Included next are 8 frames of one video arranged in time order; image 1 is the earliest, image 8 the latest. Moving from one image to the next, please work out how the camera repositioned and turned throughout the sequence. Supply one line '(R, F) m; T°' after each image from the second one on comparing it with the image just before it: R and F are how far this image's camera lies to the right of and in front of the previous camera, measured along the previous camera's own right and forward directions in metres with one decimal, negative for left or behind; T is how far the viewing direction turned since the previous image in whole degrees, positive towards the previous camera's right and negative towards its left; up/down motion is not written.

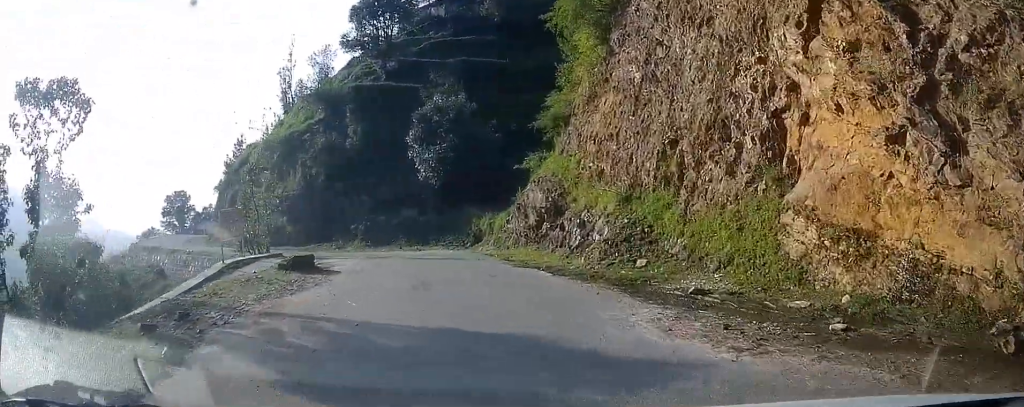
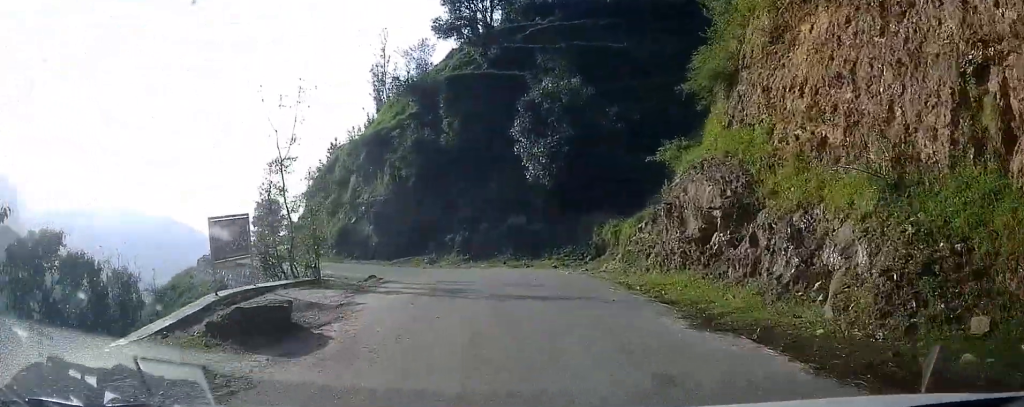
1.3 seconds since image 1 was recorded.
(-0.8, +5.1) m; -17°
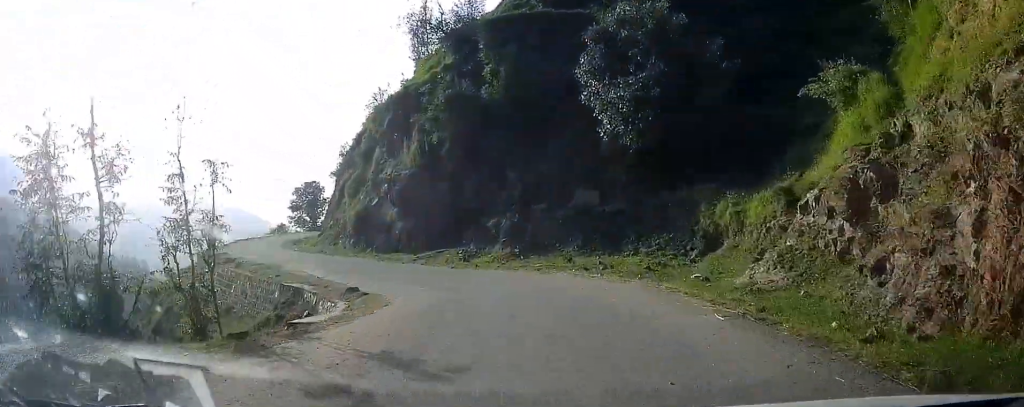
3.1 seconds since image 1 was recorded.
(-1.2, +7.6) m; -14°
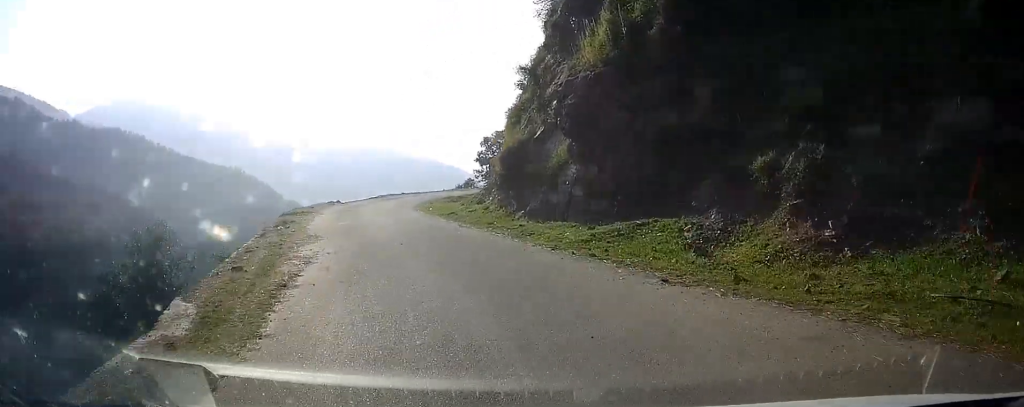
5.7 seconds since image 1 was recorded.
(-1.9, +14.0) m; -17°
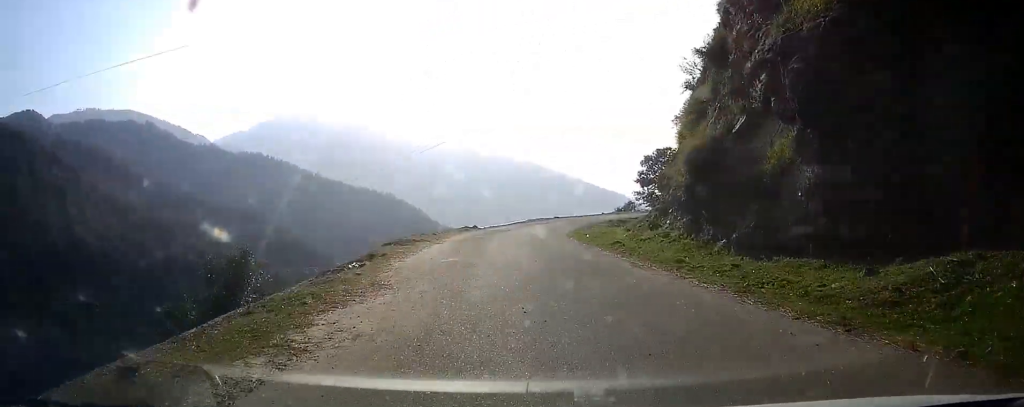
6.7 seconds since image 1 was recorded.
(0.0, +7.3) m; -9°
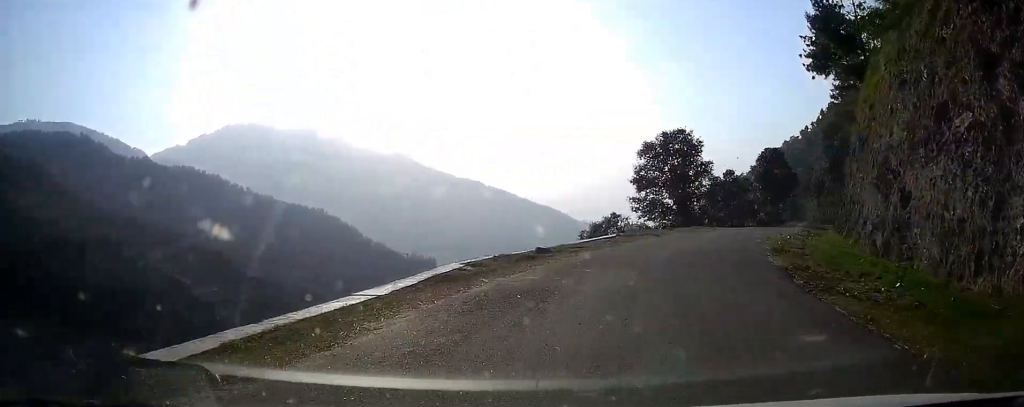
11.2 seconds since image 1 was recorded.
(-8.4, +32.1) m; -11°
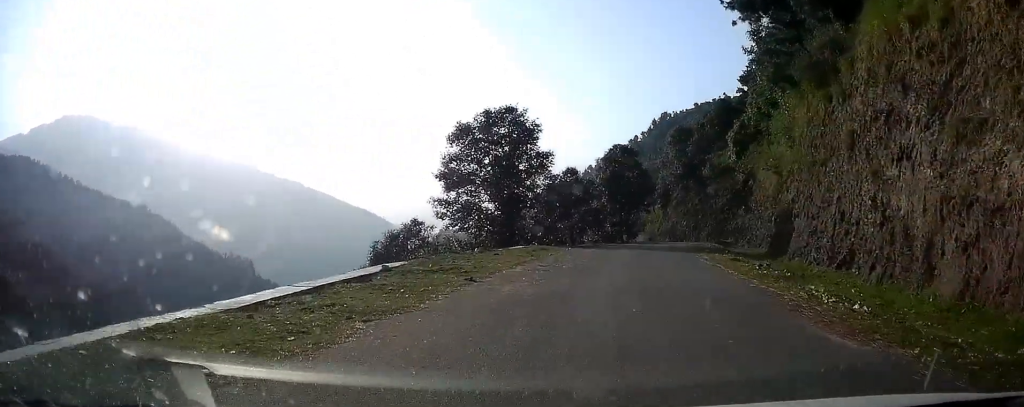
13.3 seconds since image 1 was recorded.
(+2.3, +16.3) m; +16°
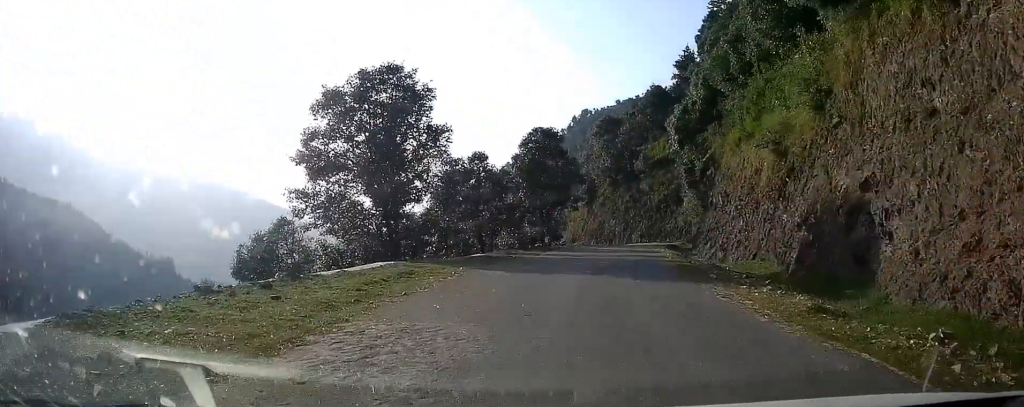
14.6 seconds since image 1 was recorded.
(+1.1, +11.1) m; +8°
